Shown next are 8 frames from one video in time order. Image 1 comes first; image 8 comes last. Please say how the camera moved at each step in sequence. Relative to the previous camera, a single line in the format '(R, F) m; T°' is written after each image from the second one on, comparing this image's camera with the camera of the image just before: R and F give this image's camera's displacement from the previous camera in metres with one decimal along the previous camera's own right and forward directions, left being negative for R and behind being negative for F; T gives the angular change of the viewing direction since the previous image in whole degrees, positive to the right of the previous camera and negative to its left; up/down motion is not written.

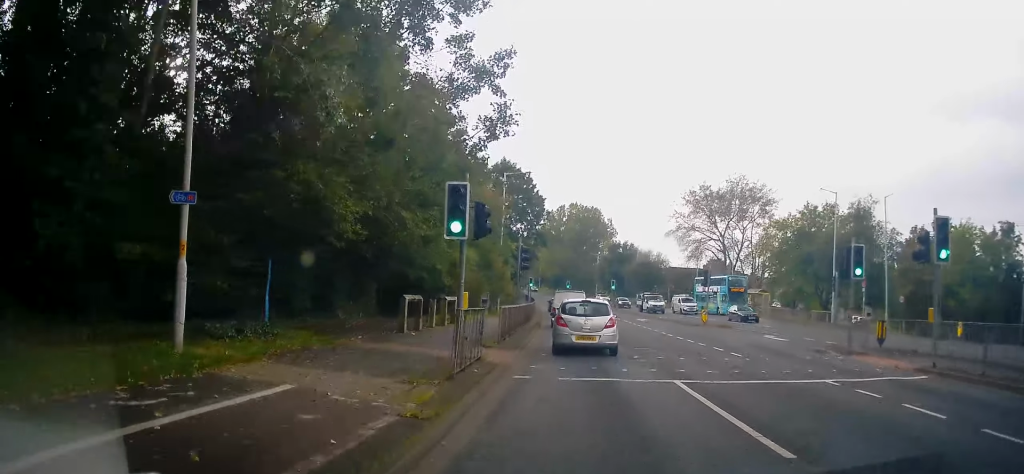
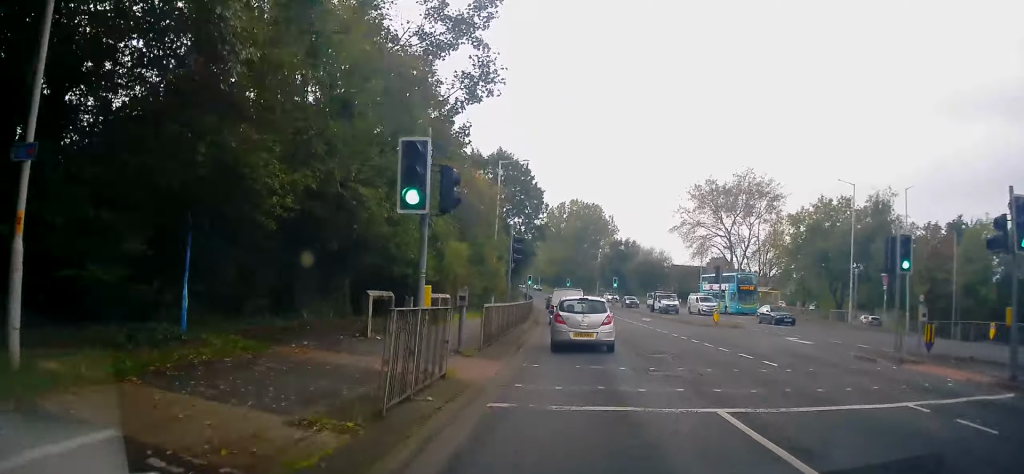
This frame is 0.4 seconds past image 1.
(0.0, +3.0) m; 0°
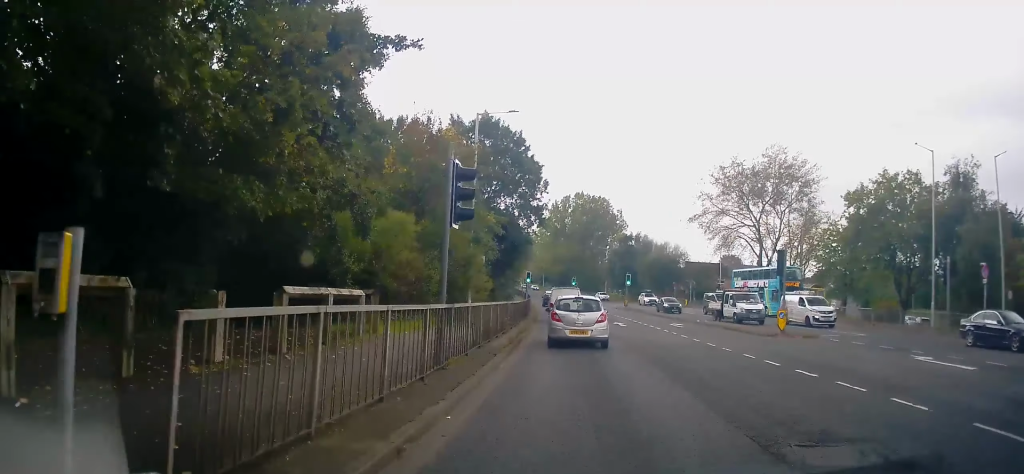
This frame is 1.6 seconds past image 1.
(+0.1, +10.0) m; -1°
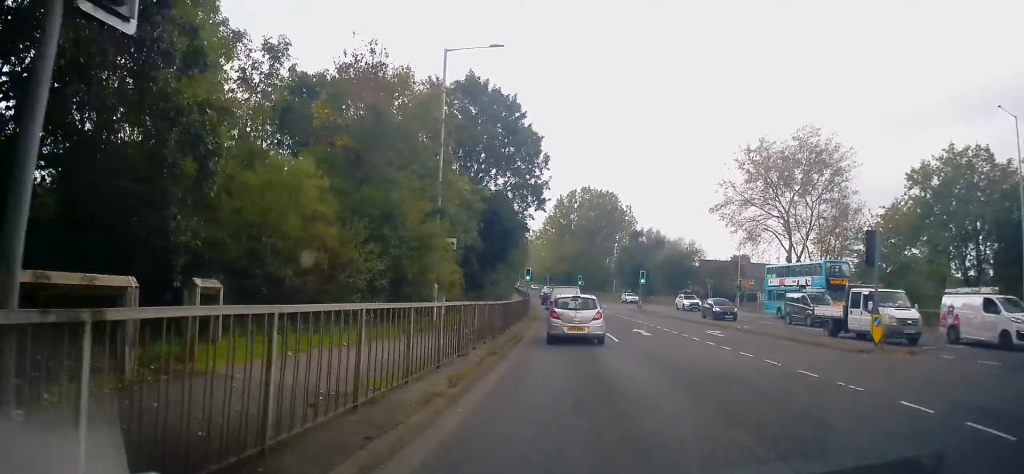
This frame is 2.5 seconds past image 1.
(-0.2, +7.8) m; -2°
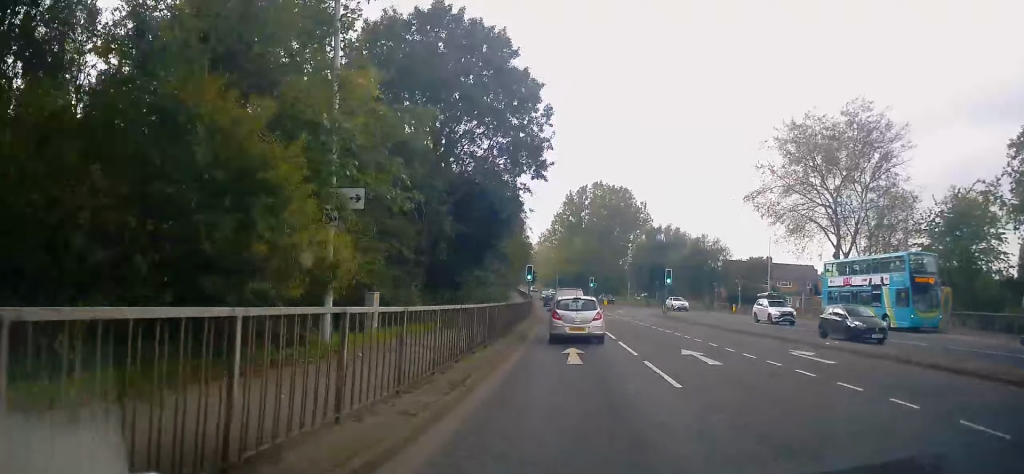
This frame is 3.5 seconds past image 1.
(0.0, +9.6) m; 0°
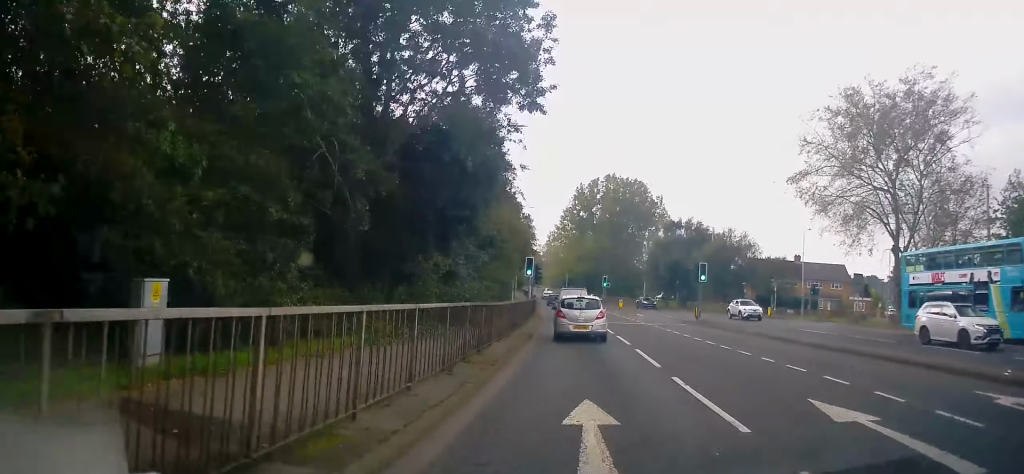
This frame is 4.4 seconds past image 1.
(0.0, +8.9) m; -2°
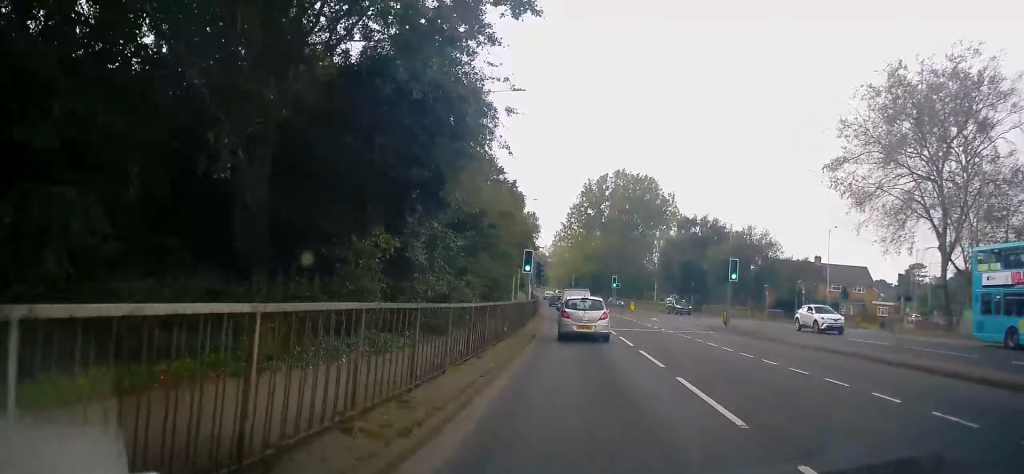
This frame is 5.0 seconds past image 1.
(-0.1, +5.8) m; -1°
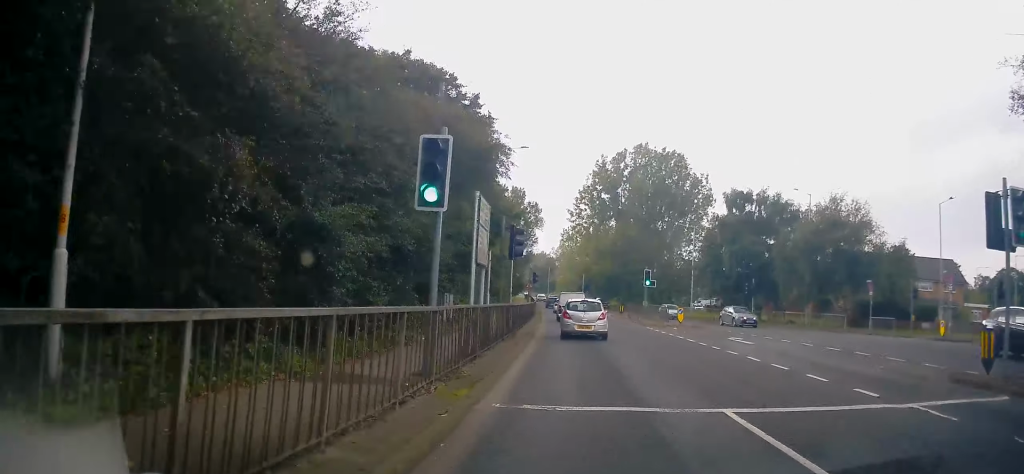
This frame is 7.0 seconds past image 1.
(-0.2, +21.2) m; +1°
